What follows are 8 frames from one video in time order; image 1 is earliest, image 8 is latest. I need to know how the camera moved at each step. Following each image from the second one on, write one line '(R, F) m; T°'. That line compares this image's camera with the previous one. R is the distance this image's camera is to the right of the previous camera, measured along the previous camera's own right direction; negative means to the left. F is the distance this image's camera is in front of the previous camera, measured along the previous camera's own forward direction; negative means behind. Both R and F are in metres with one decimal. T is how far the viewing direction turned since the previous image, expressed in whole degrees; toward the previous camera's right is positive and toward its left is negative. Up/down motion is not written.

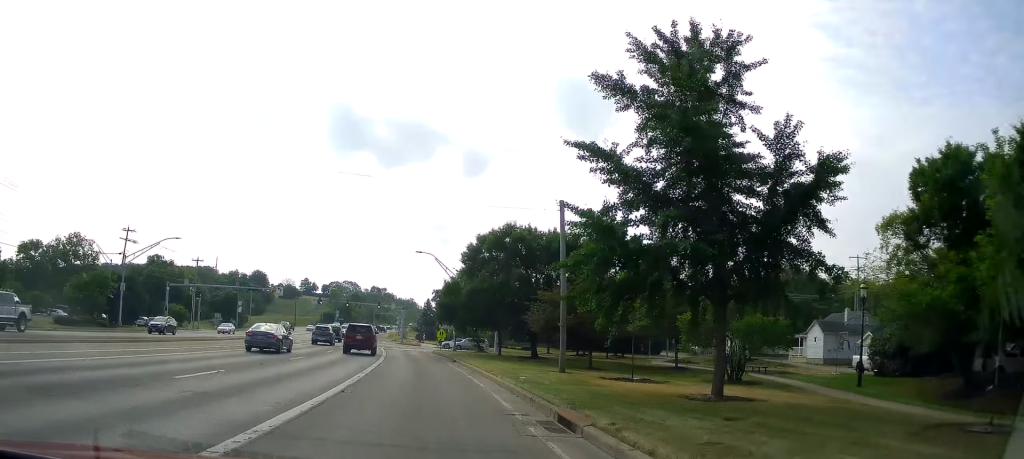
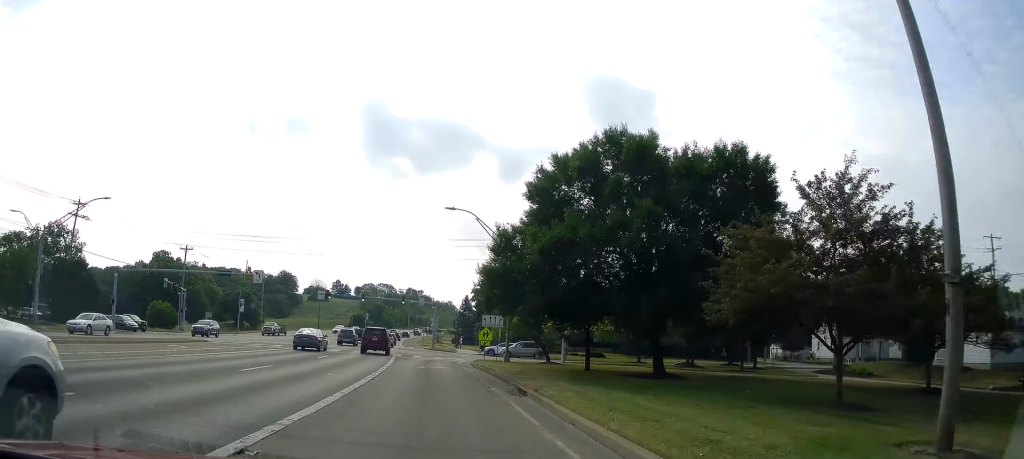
(-1.1, +19.8) m; -3°
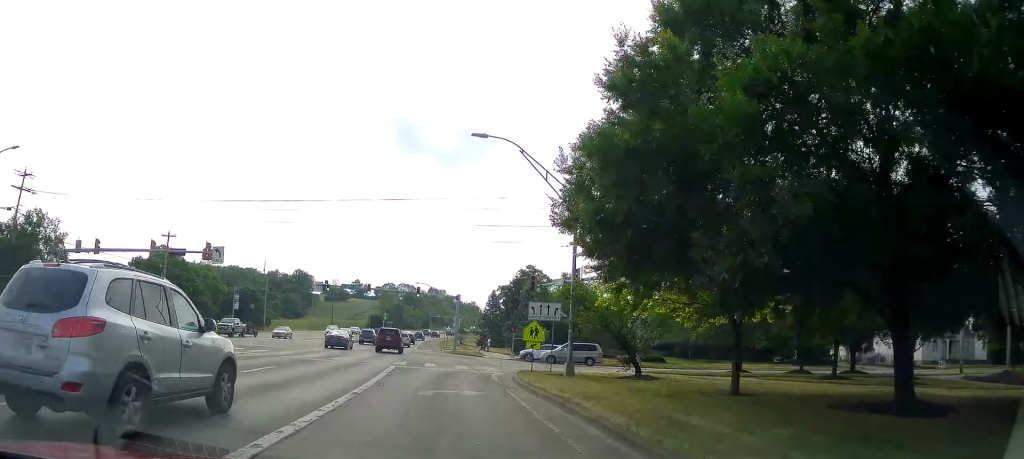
(+0.3, +12.9) m; -1°
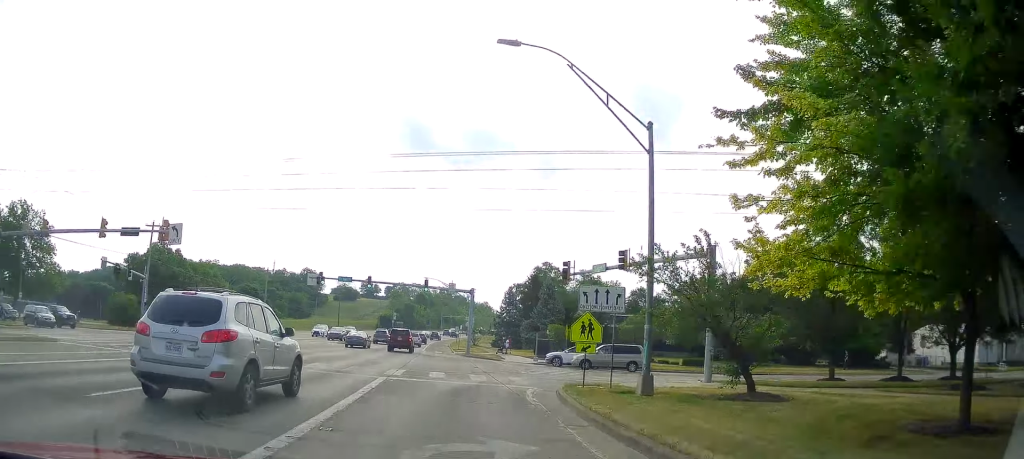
(-0.3, +7.6) m; -1°
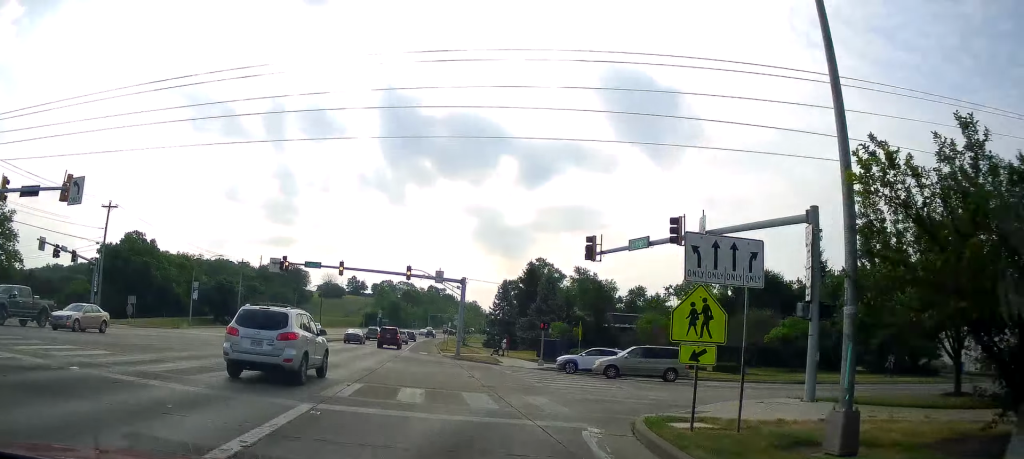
(-0.2, +8.6) m; +6°
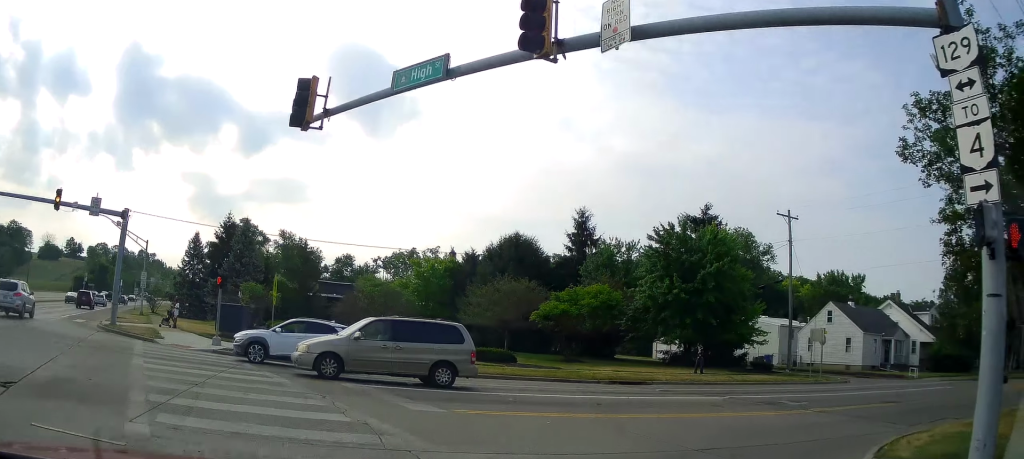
(+4.3, +13.9) m; +34°
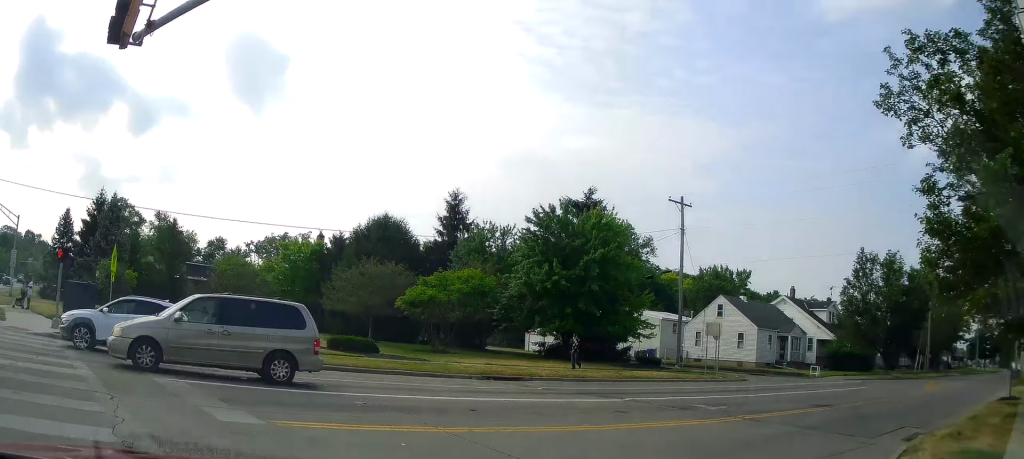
(+0.1, +3.3) m; +11°
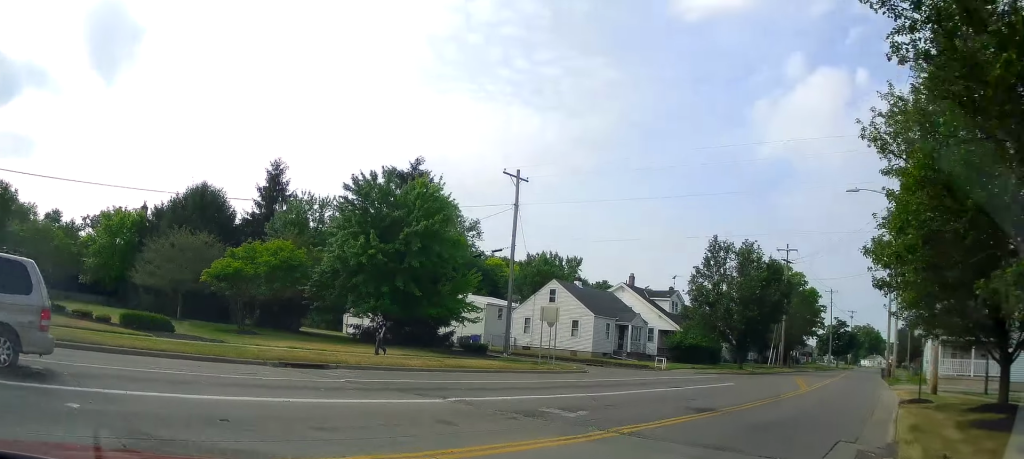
(-0.6, +3.9) m; +15°
